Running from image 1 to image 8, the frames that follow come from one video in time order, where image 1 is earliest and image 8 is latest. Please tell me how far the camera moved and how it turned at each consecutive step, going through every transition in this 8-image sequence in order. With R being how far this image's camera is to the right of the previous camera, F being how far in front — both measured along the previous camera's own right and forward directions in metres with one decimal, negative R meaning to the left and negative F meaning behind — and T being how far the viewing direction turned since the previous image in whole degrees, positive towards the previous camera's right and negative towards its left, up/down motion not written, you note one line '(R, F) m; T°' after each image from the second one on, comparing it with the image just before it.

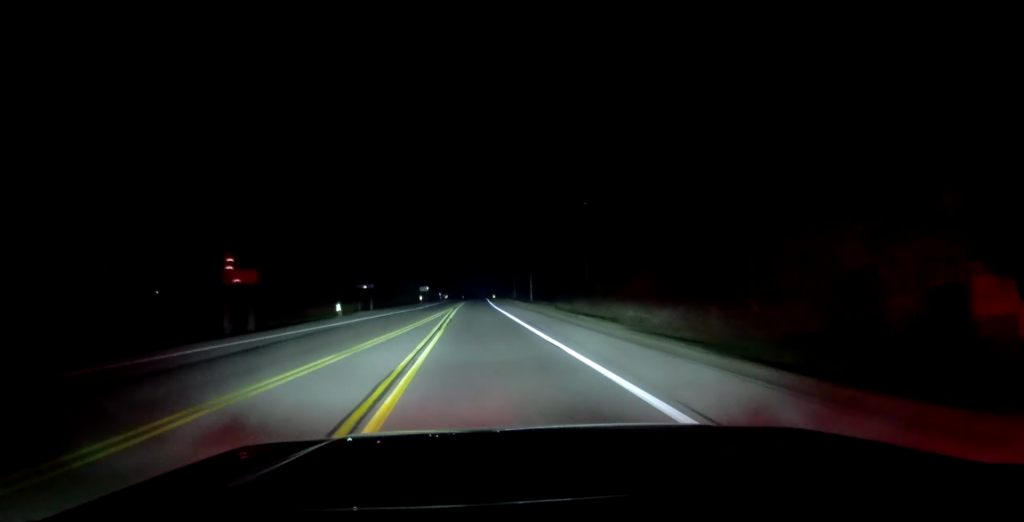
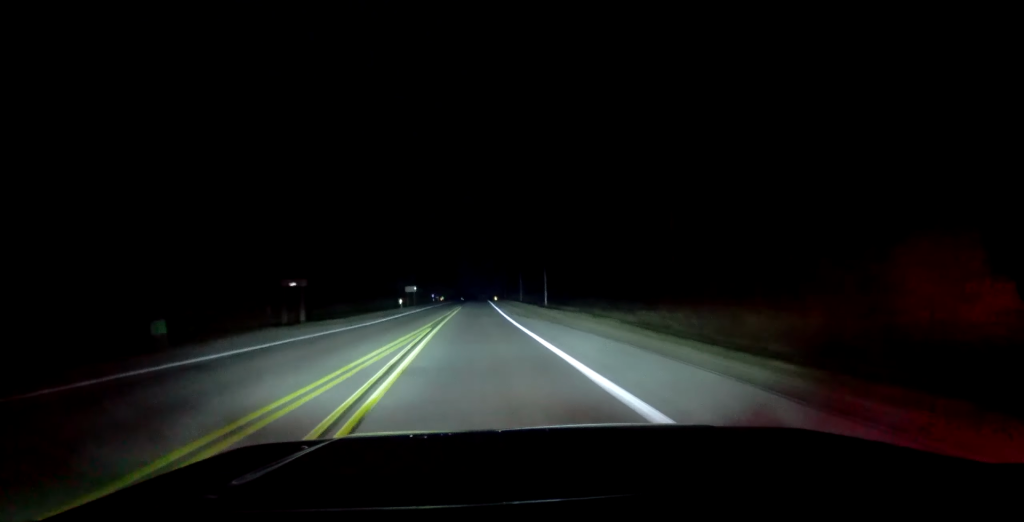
(-0.8, +25.7) m; -1°
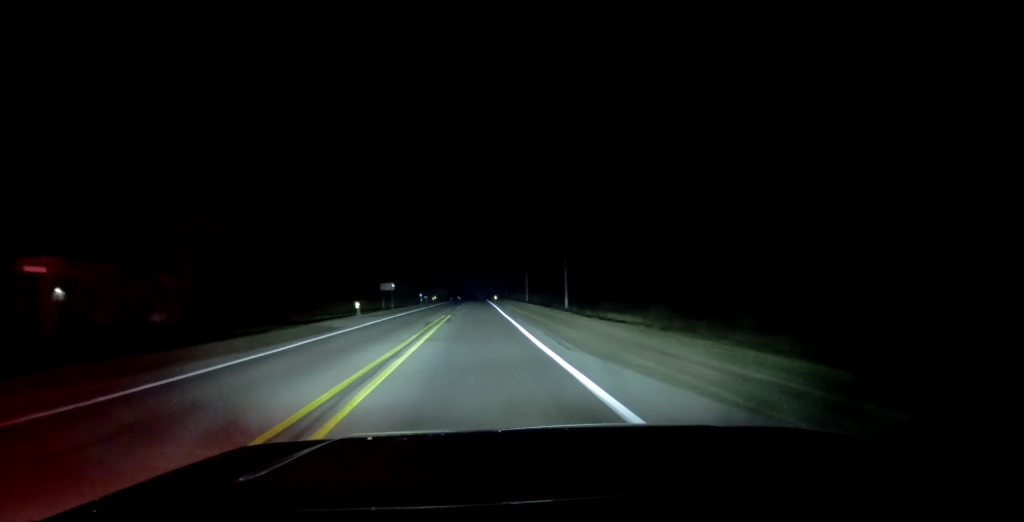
(+0.2, +24.5) m; 0°
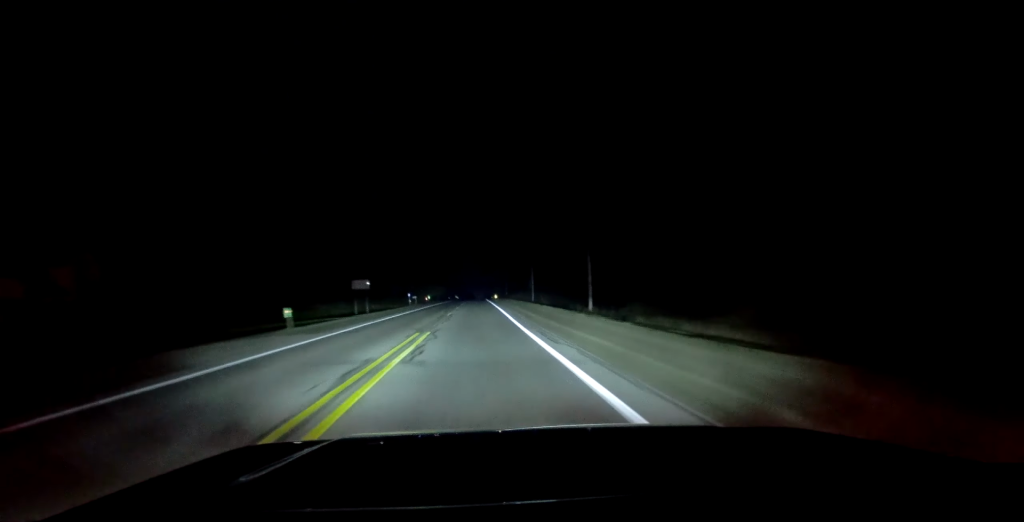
(+0.2, +16.7) m; 0°
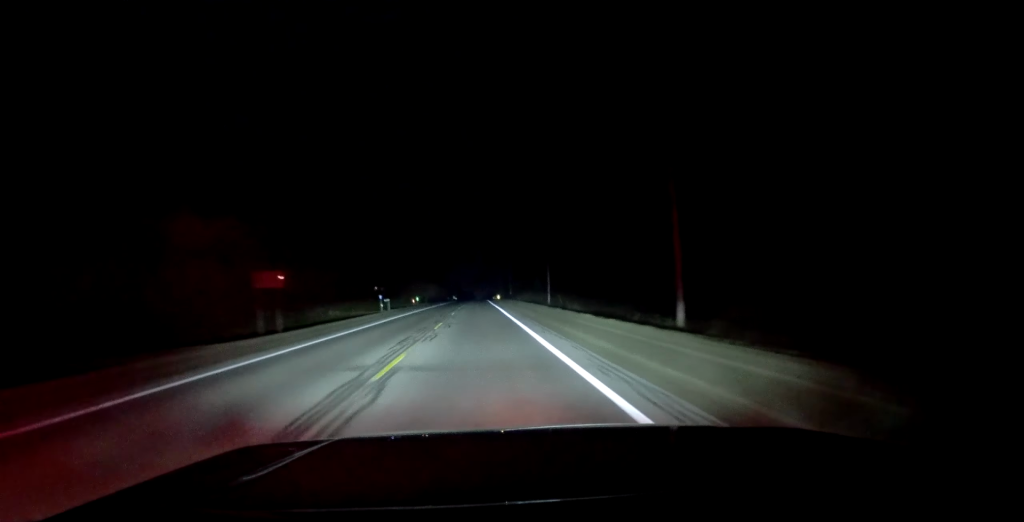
(-0.4, +26.6) m; 0°
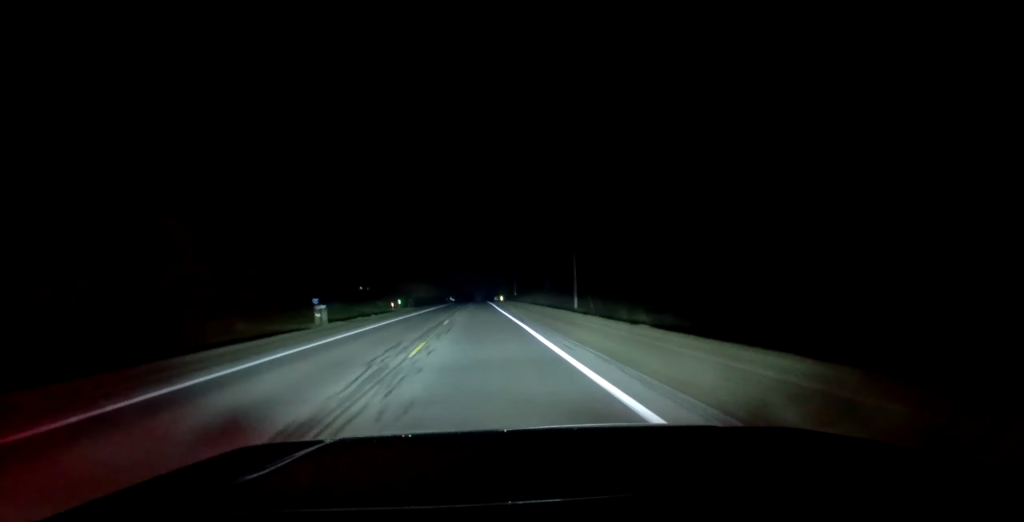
(+0.3, +25.4) m; +1°
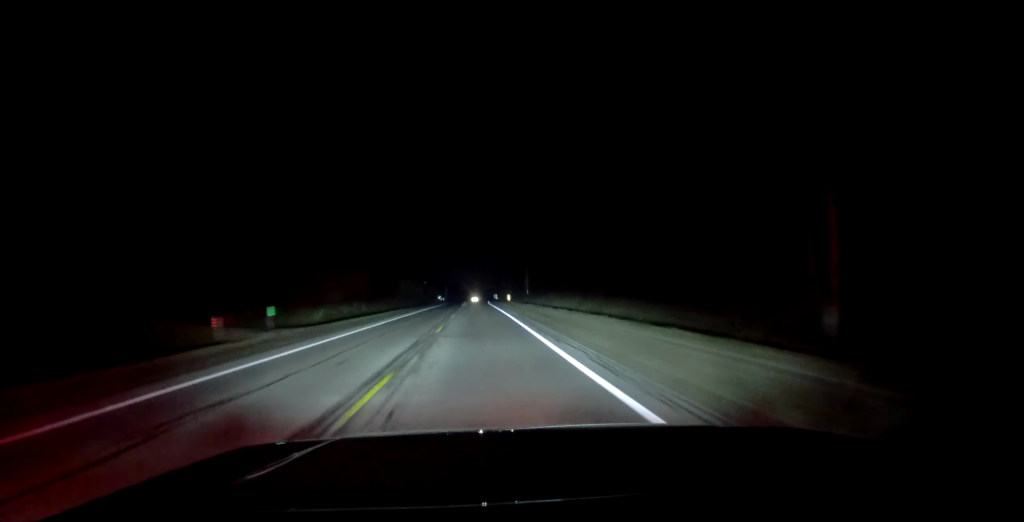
(+0.3, +53.0) m; 0°
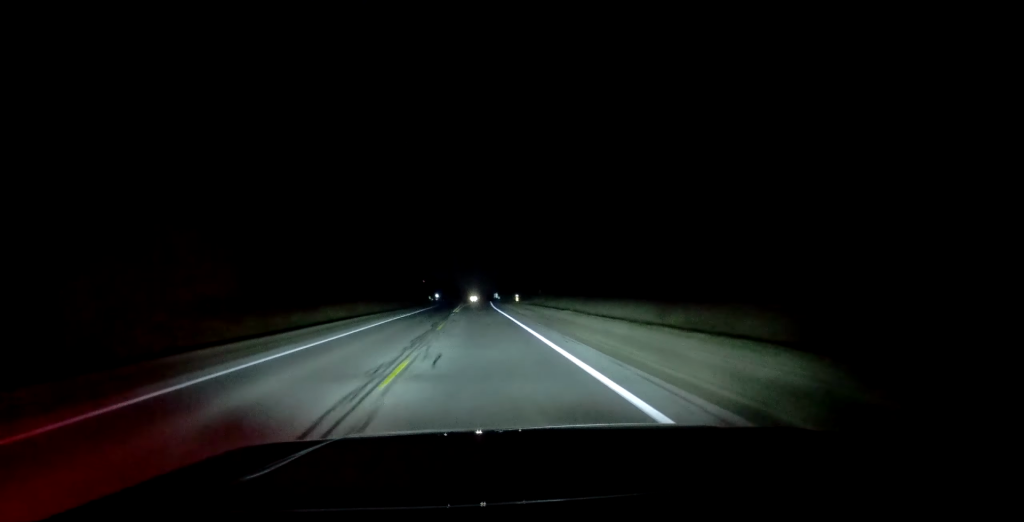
(0.0, +27.8) m; 0°
